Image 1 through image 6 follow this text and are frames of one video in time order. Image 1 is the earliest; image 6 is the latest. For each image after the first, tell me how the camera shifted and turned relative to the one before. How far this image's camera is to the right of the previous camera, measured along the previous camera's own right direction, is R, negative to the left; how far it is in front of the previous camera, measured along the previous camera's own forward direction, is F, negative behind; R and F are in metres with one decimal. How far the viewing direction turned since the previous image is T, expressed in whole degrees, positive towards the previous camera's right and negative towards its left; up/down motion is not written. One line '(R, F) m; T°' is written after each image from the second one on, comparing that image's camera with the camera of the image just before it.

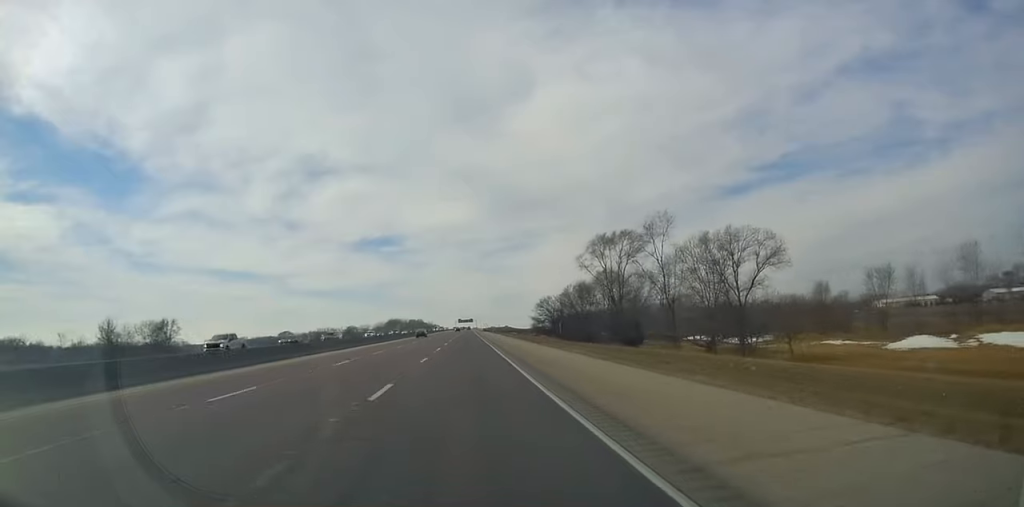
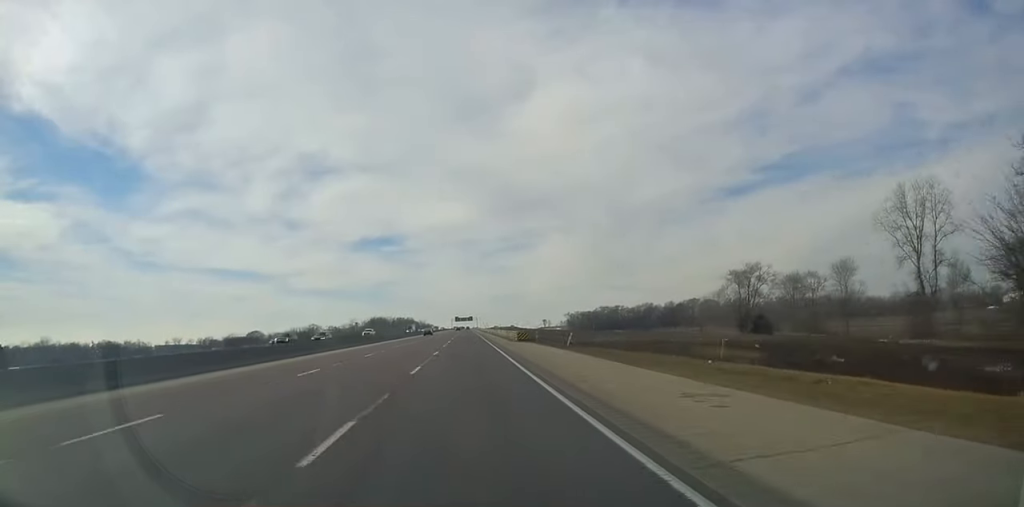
(-1.4, +114.6) m; 0°
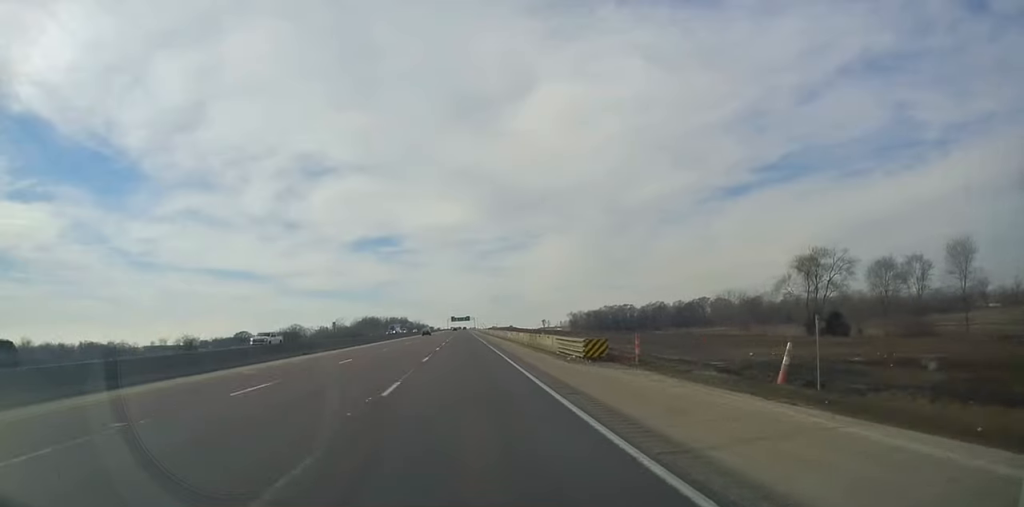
(-0.1, +30.0) m; 0°
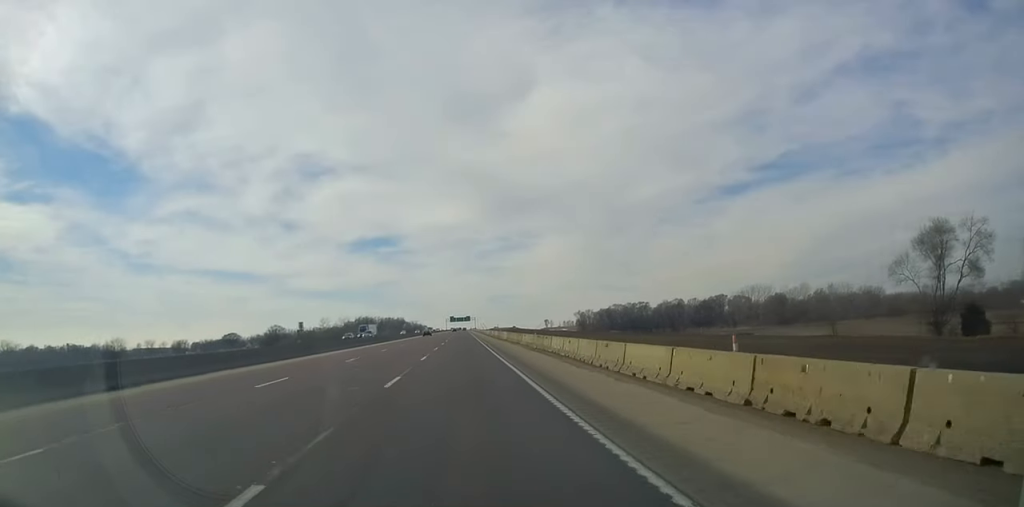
(+0.1, +34.9) m; 0°
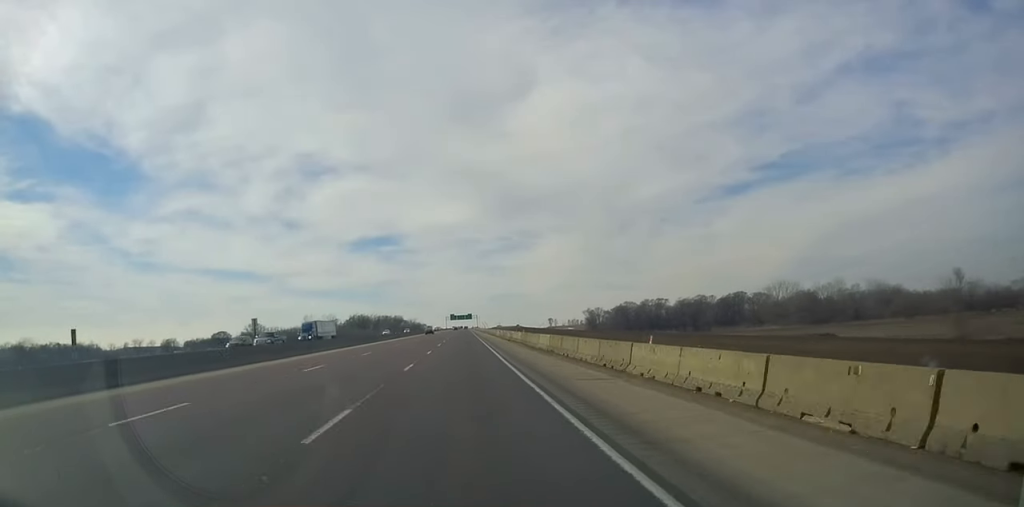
(0.0, +31.3) m; -1°
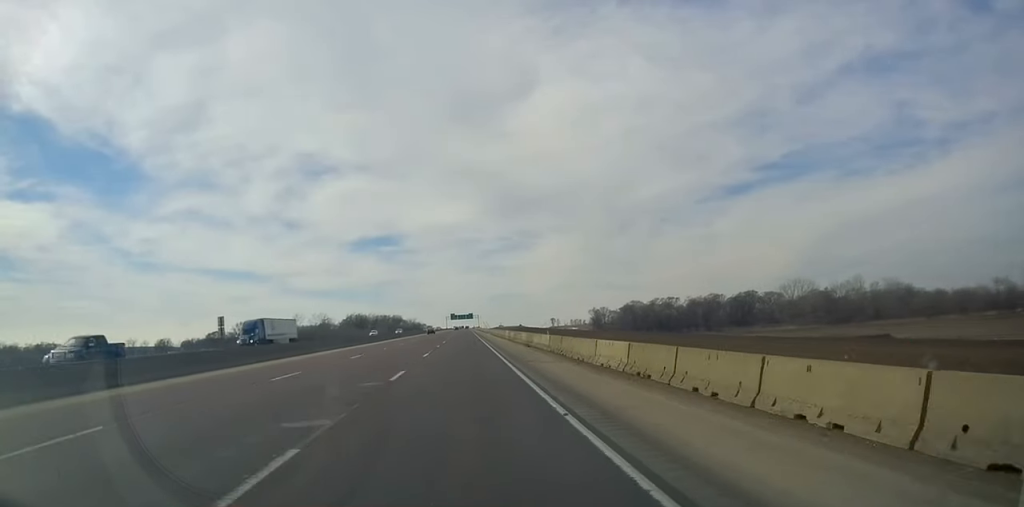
(-0.2, +15.7) m; 0°
